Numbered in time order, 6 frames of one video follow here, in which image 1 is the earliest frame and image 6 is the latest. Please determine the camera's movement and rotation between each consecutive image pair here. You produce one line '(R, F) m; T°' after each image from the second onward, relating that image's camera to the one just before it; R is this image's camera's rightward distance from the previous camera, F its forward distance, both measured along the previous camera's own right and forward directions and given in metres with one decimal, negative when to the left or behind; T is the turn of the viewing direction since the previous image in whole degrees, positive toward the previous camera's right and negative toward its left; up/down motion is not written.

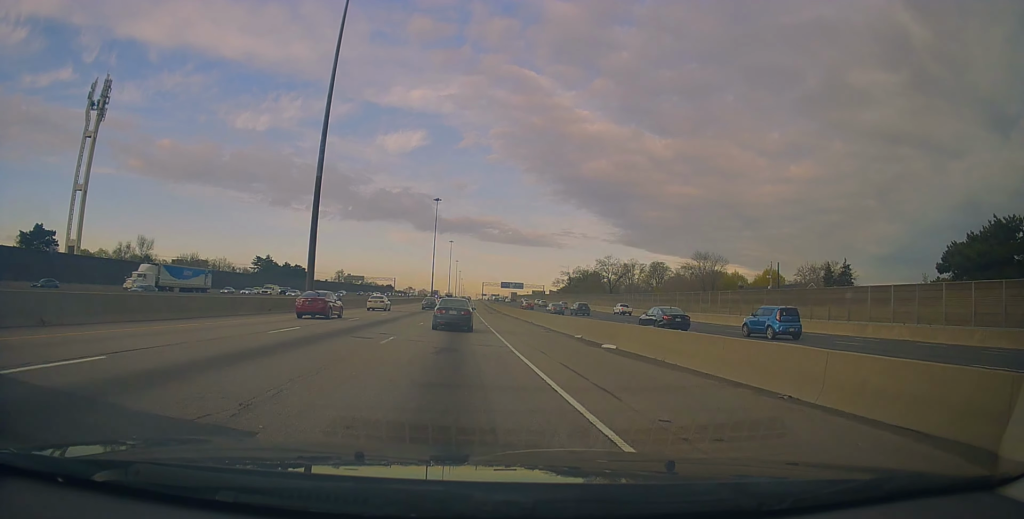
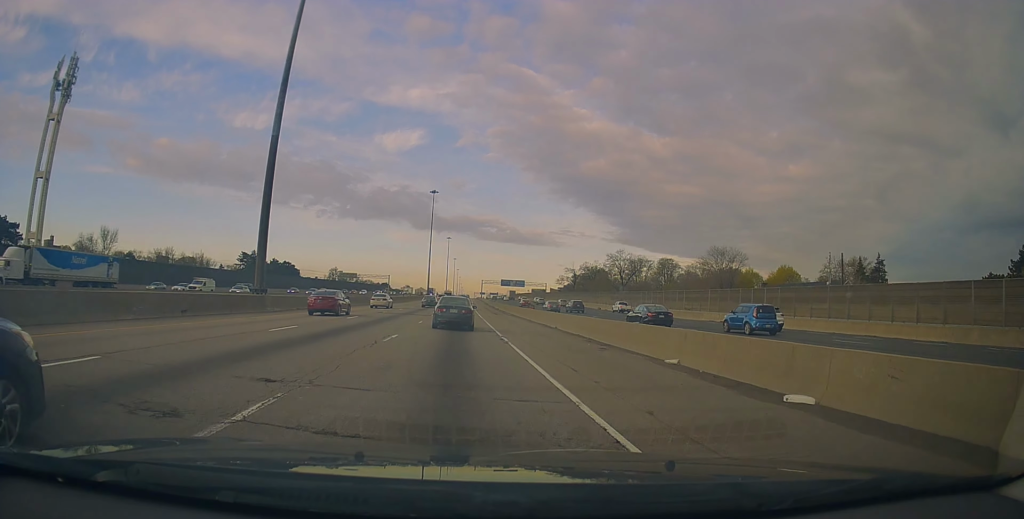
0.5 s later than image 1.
(0.0, +11.7) m; 0°
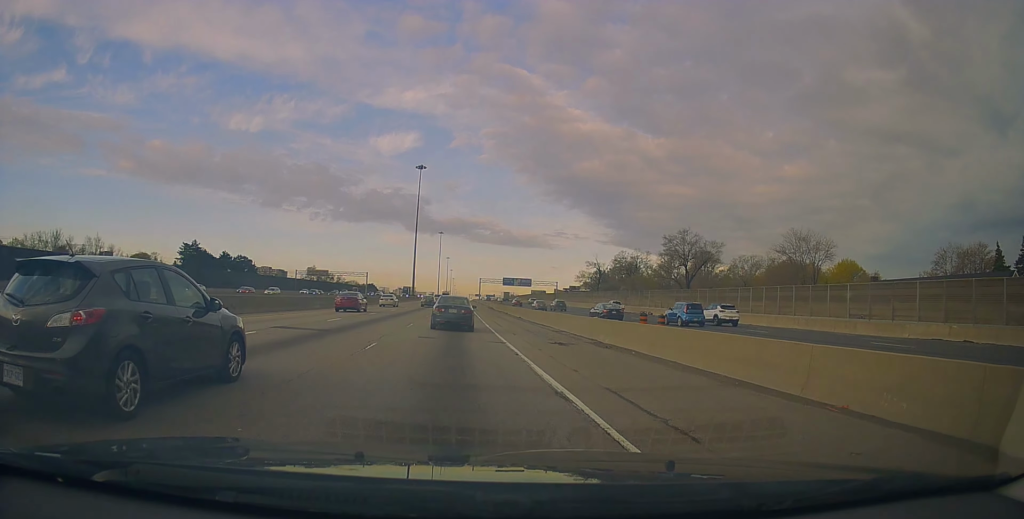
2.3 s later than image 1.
(0.0, +40.3) m; +1°
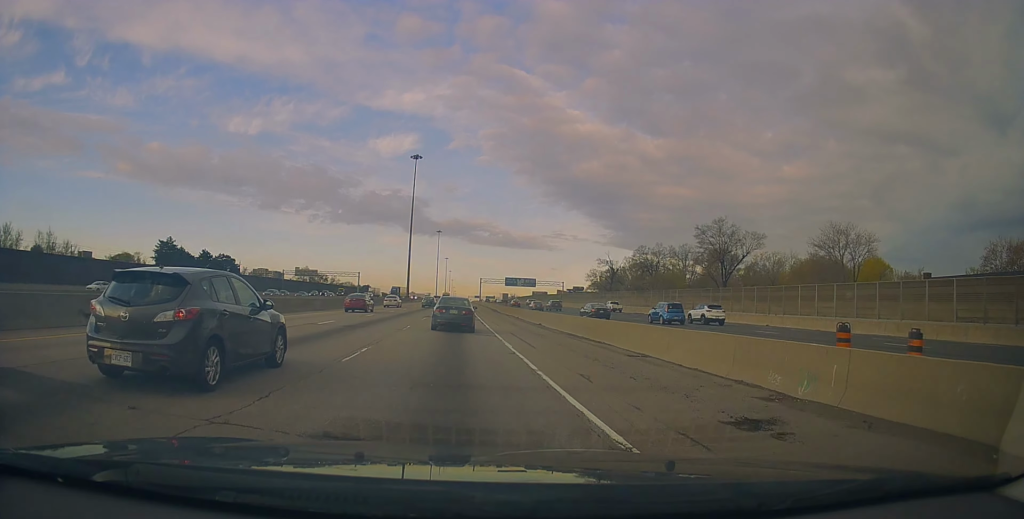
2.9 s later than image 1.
(+0.2, +13.3) m; 0°
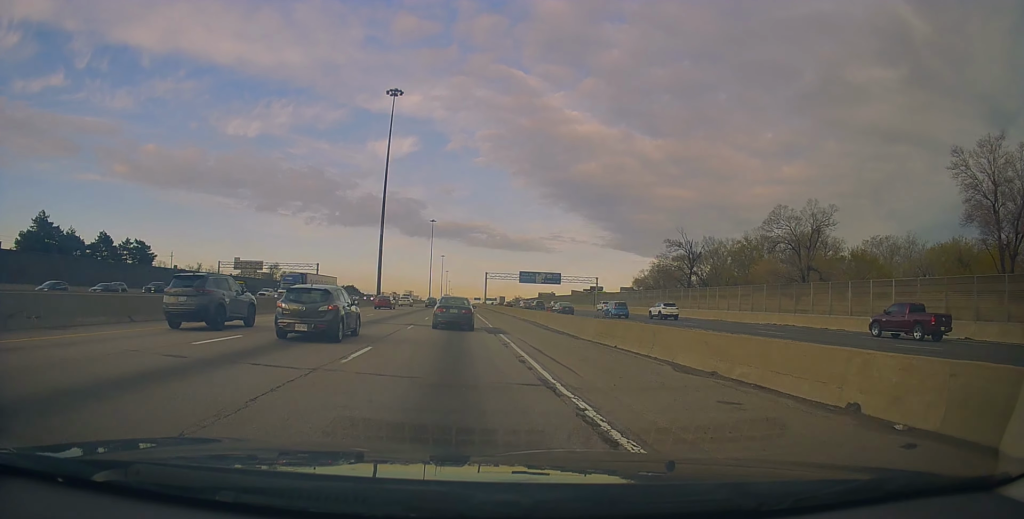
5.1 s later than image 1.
(+0.1, +47.6) m; 0°
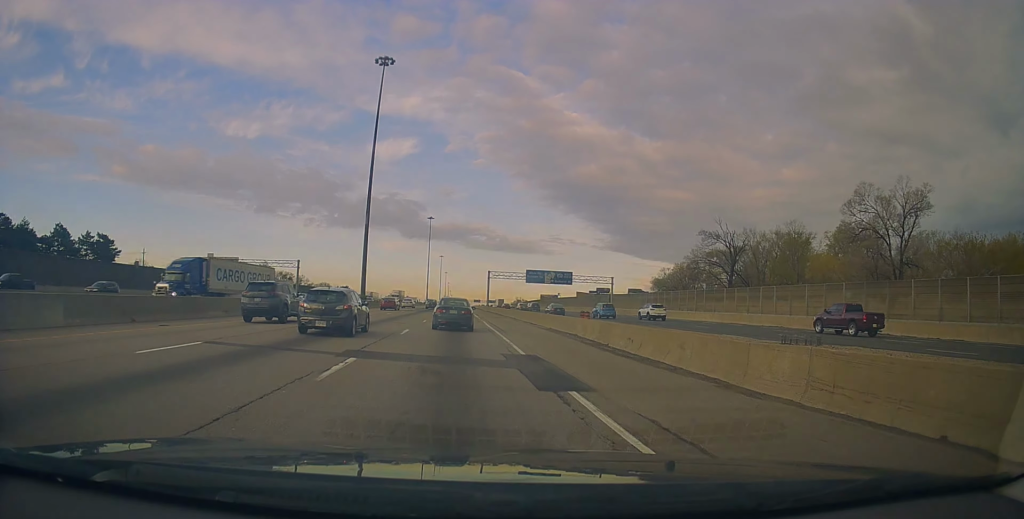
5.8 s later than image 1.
(0.0, +14.5) m; 0°
